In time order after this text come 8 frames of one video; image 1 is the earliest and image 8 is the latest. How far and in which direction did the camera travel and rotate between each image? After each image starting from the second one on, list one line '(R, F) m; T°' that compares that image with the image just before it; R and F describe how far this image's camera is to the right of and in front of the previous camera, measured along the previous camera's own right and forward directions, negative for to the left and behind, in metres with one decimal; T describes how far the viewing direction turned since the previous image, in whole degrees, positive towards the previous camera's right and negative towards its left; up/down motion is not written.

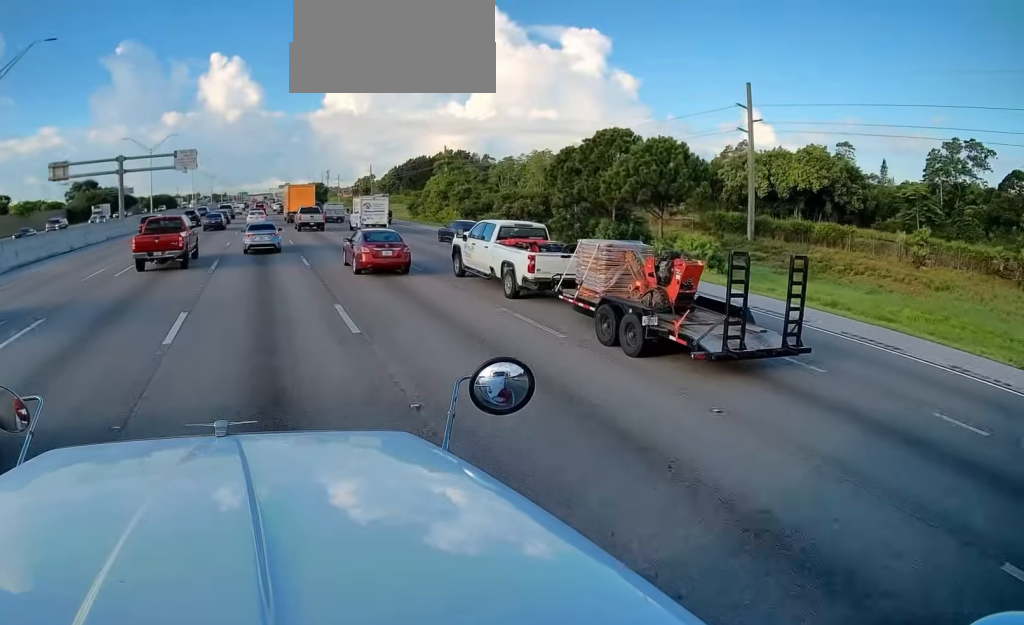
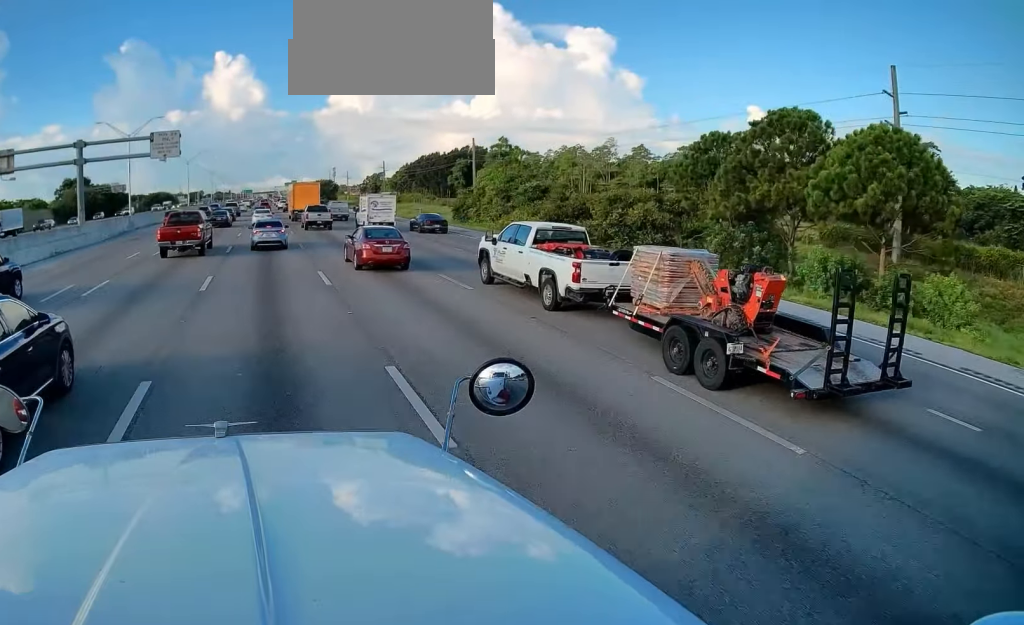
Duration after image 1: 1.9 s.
(+0.6, +18.0) m; +2°
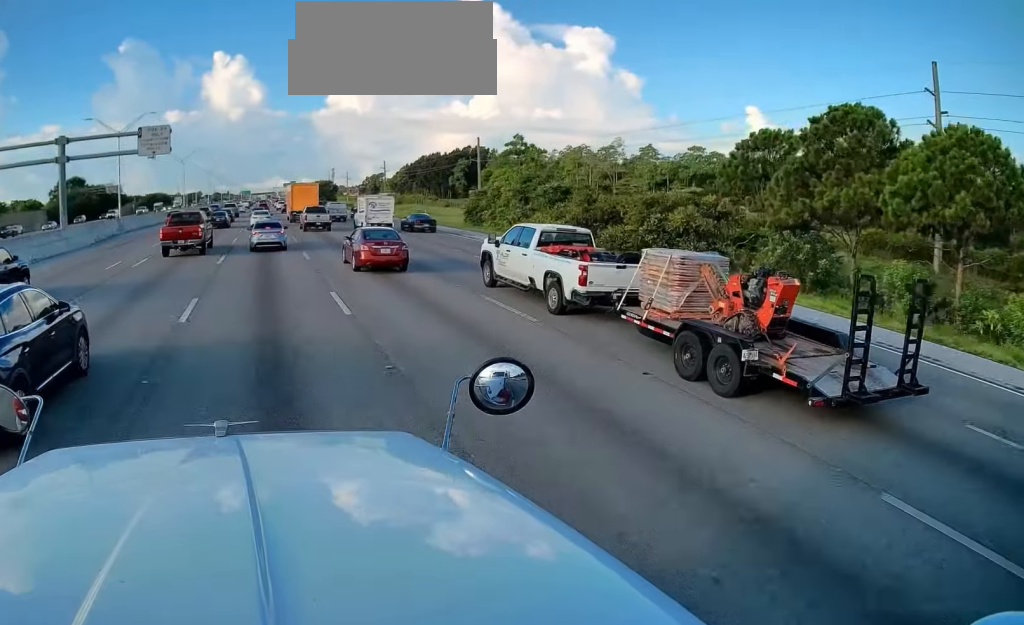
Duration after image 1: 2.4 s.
(-0.1, +4.5) m; -1°
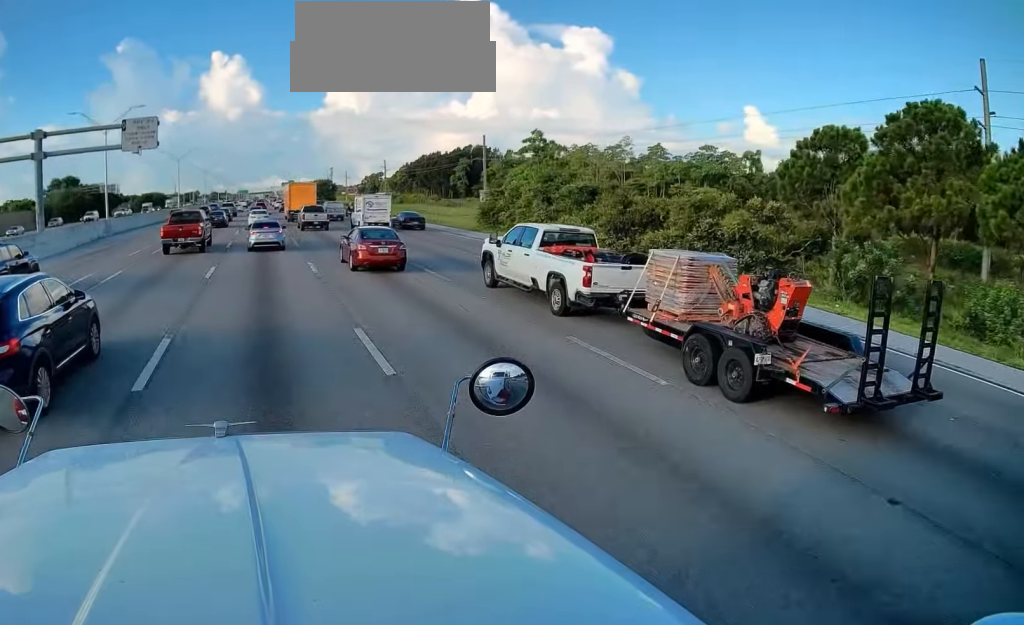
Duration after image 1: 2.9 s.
(-0.1, +4.8) m; -1°
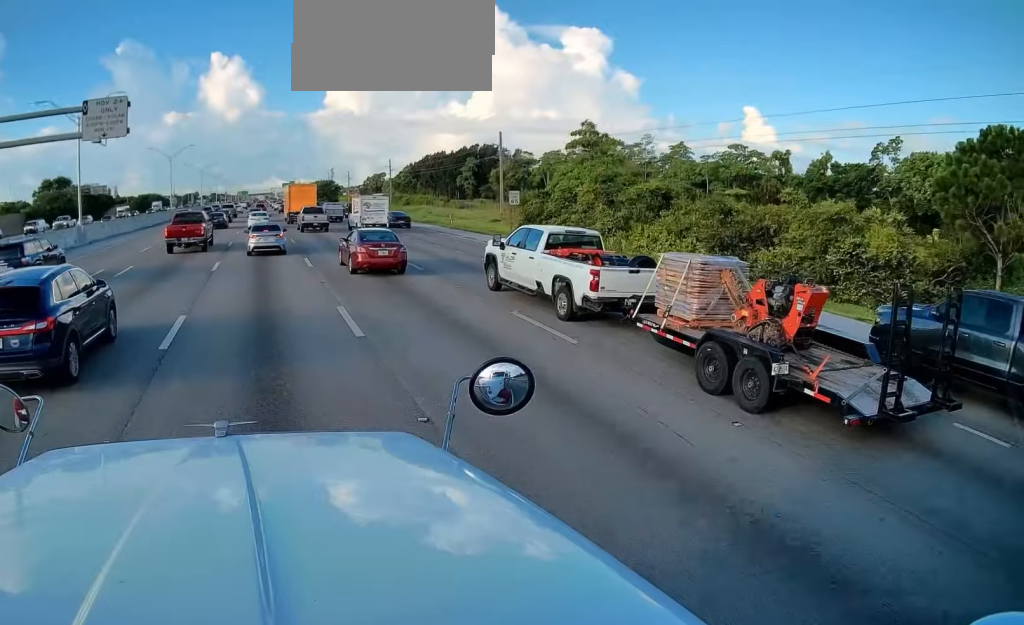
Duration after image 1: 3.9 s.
(0.0, +9.4) m; +2°
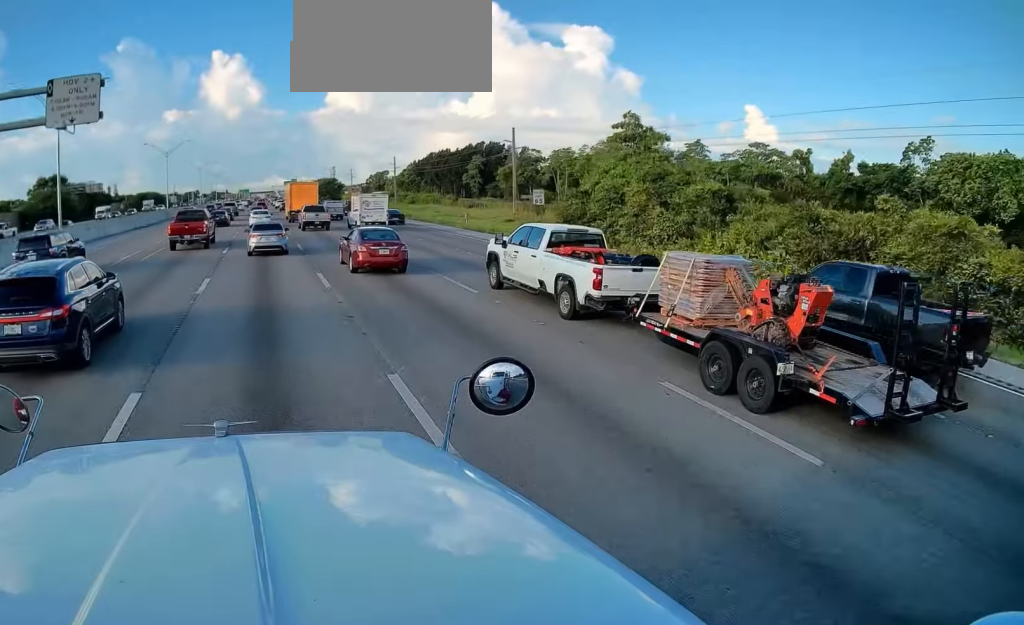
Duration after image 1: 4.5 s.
(+0.2, +5.8) m; 0°
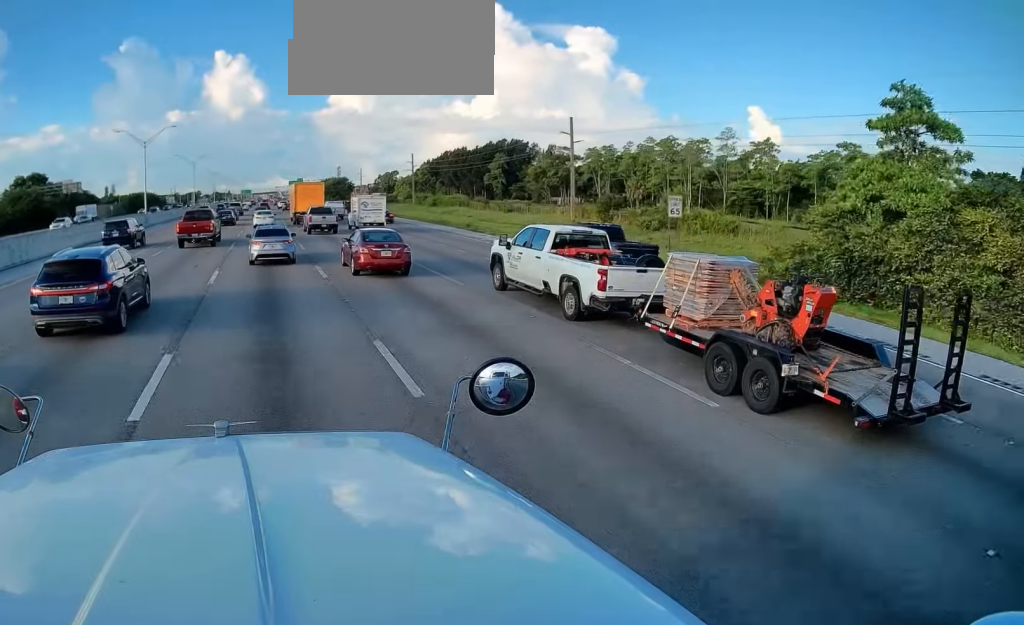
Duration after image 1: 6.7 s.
(-0.4, +20.9) m; -2°
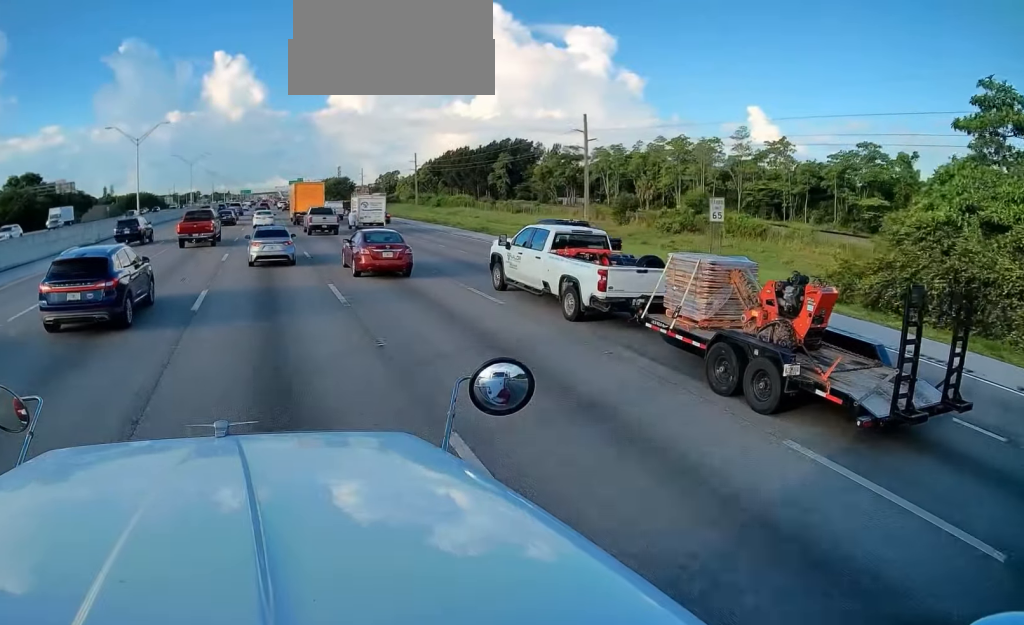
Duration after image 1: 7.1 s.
(0.0, +3.9) m; 0°
